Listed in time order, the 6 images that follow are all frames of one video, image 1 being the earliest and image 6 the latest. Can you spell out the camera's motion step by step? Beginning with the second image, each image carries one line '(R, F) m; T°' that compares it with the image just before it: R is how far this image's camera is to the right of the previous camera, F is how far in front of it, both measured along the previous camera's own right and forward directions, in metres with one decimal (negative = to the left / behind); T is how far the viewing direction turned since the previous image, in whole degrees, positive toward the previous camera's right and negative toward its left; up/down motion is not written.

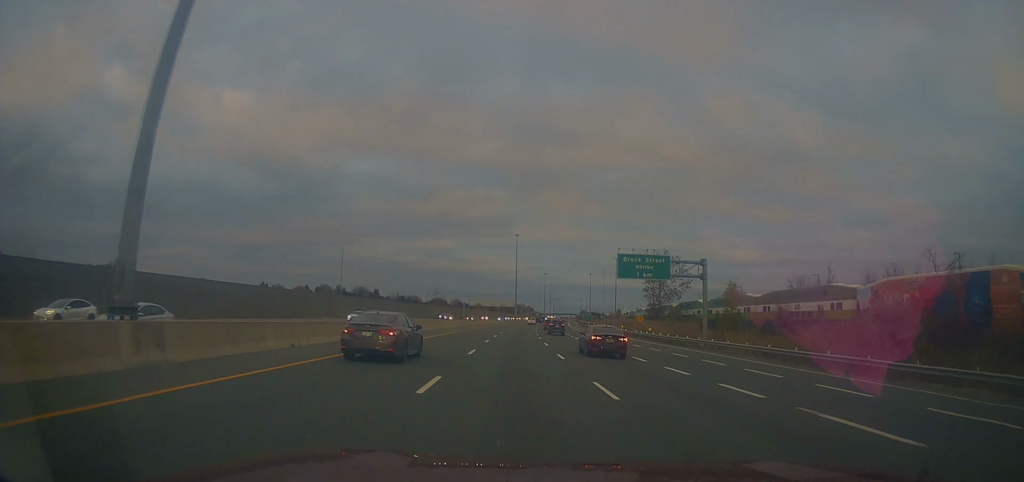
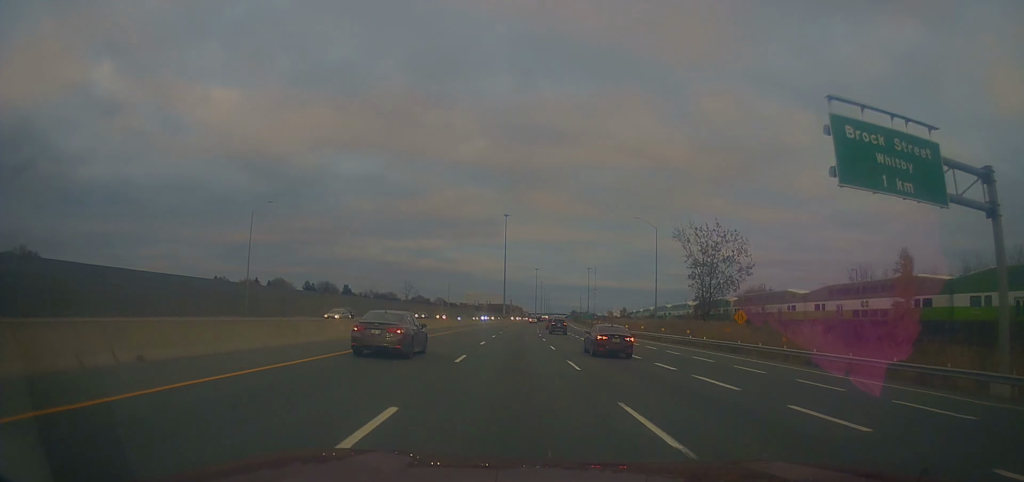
(-0.3, +40.3) m; 0°
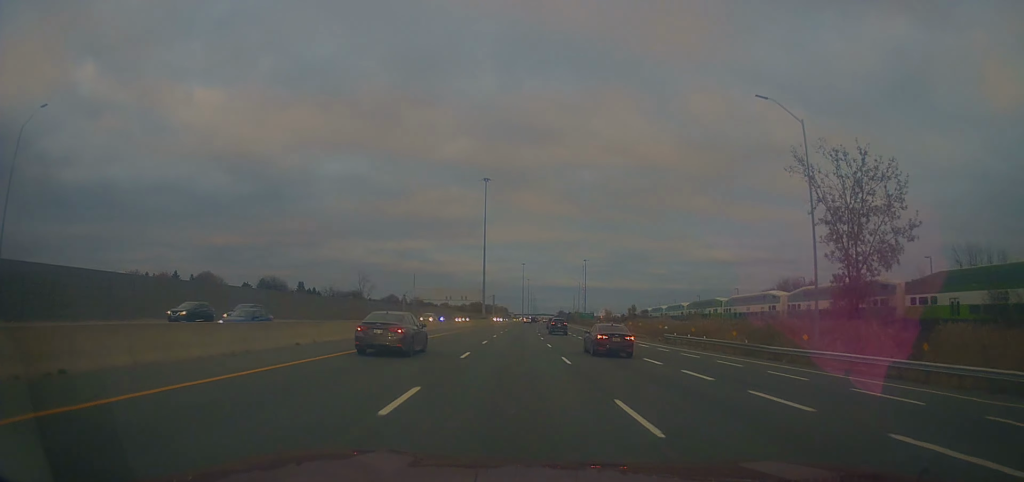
(+1.3, +45.5) m; +2°
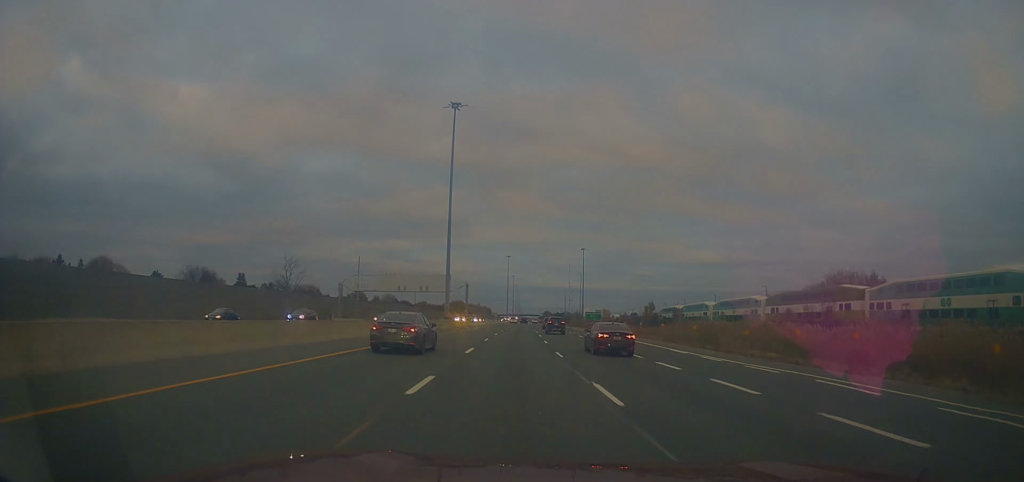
(-0.2, +45.7) m; +1°
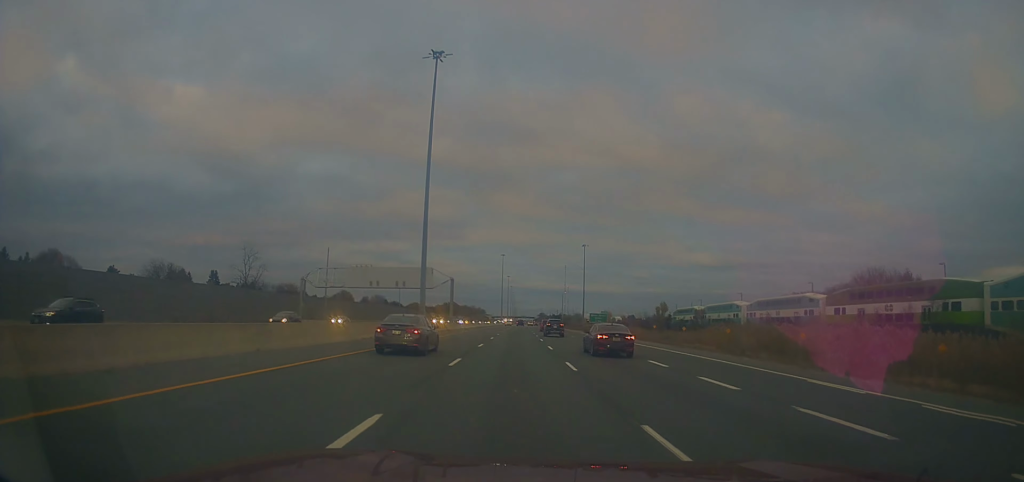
(+0.6, +17.6) m; +2°
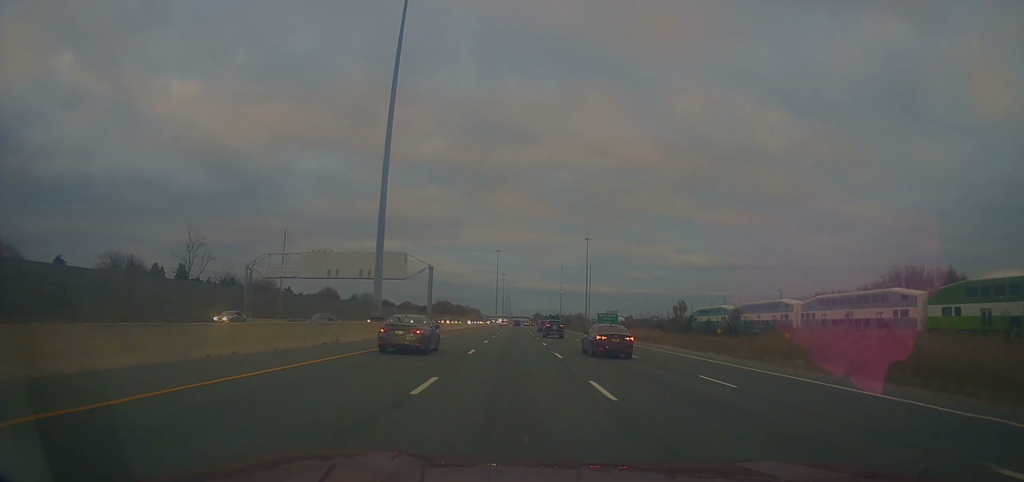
(+0.3, +18.6) m; +1°
